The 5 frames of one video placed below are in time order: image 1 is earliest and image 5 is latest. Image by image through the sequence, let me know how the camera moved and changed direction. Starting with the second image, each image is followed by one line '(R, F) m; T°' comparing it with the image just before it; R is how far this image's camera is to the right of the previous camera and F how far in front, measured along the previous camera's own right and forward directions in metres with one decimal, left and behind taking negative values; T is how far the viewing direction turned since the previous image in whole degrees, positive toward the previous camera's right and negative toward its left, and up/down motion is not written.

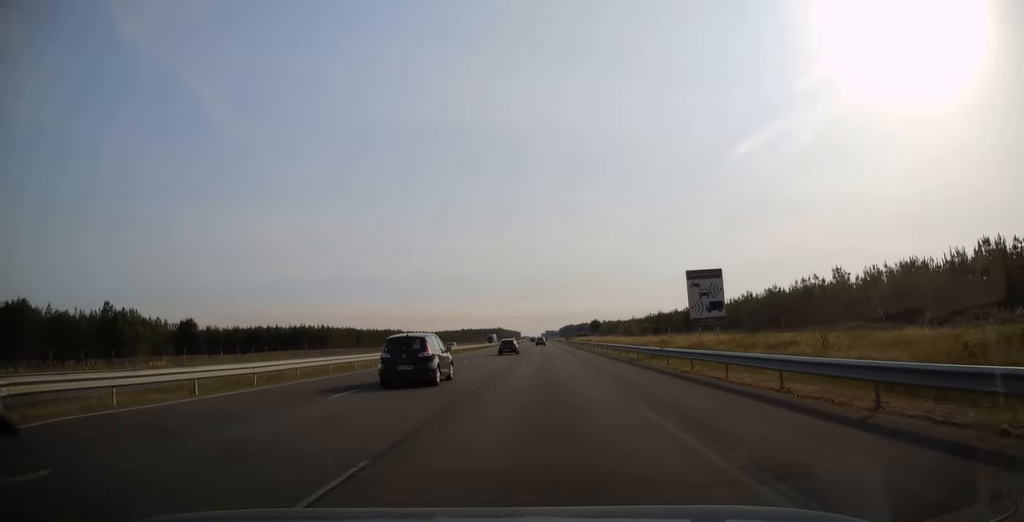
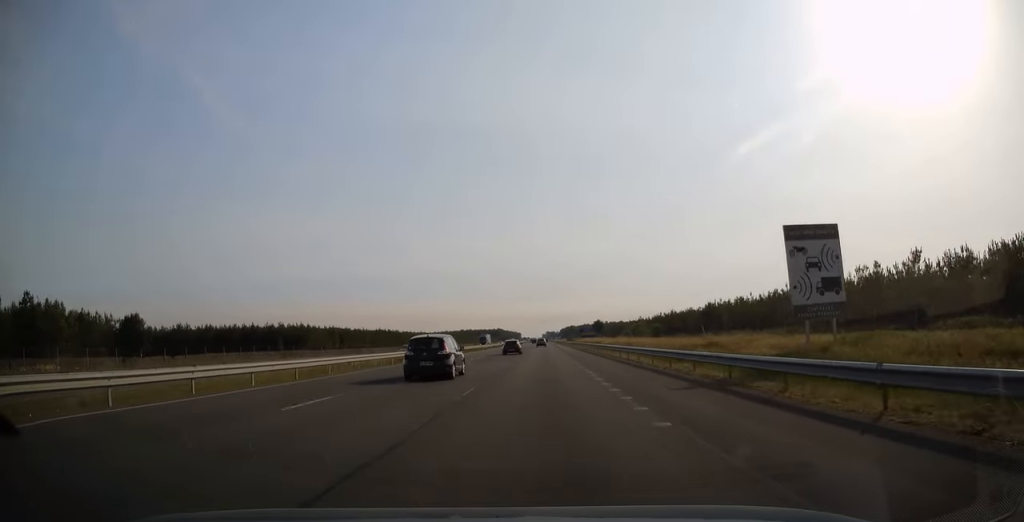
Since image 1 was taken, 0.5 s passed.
(0.0, +16.2) m; 0°
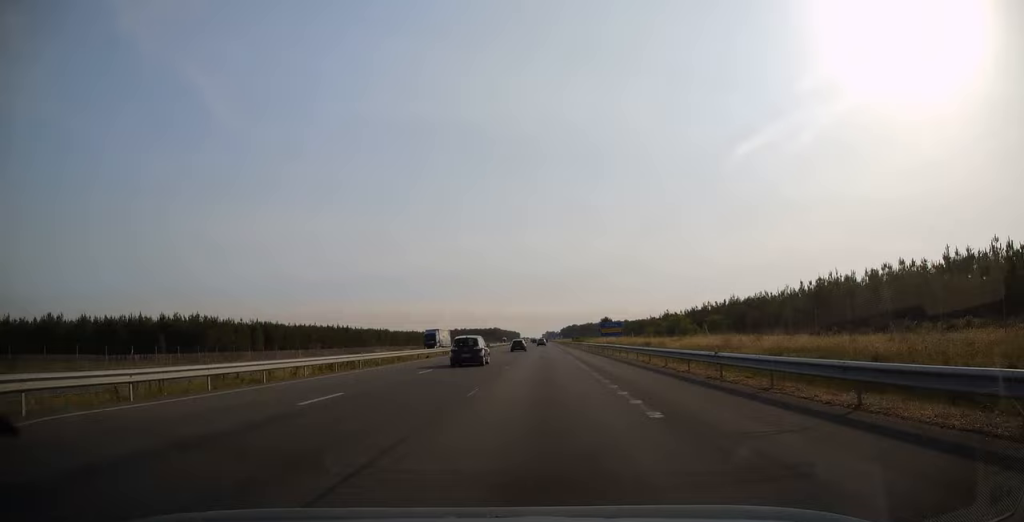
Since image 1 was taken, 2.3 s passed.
(0.0, +51.3) m; 0°
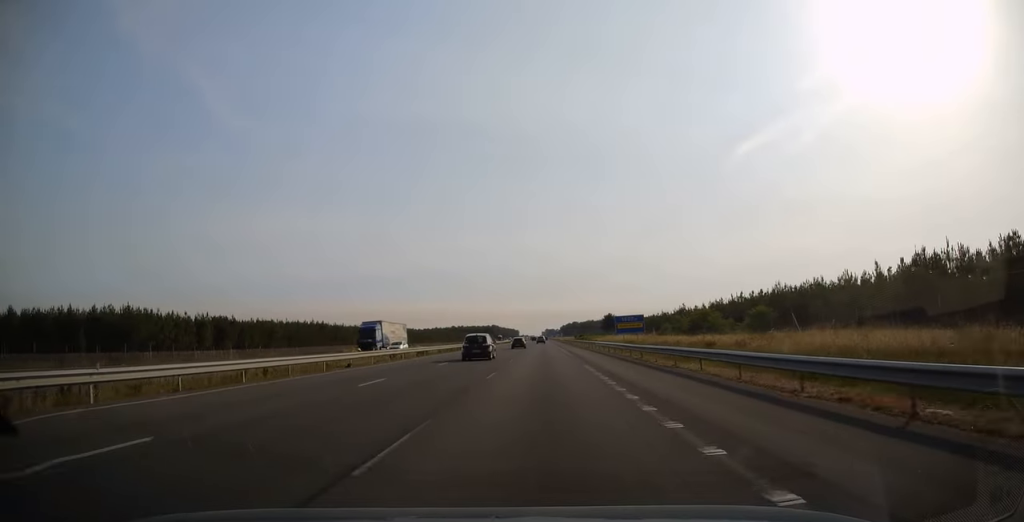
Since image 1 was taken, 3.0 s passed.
(0.0, +21.7) m; 0°
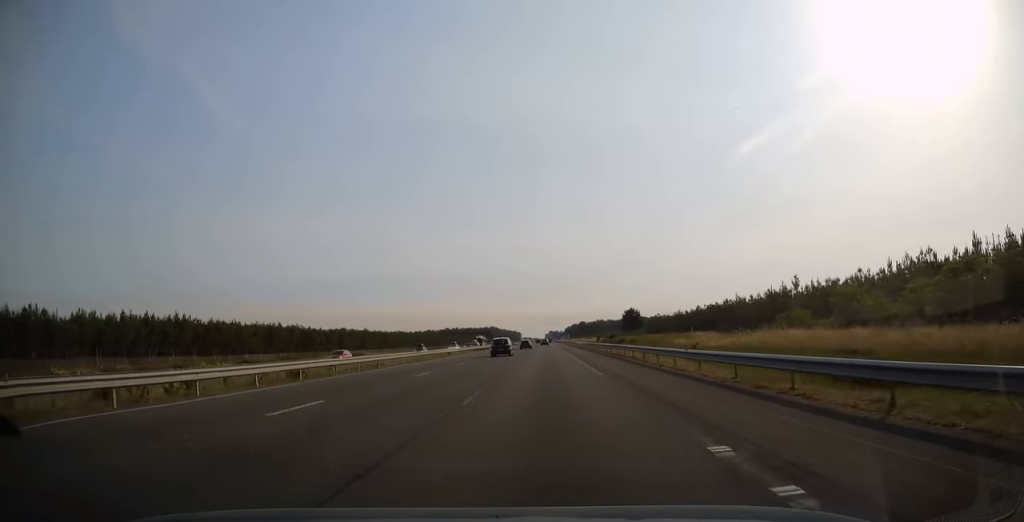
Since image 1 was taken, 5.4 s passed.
(0.0, +71.5) m; 0°
